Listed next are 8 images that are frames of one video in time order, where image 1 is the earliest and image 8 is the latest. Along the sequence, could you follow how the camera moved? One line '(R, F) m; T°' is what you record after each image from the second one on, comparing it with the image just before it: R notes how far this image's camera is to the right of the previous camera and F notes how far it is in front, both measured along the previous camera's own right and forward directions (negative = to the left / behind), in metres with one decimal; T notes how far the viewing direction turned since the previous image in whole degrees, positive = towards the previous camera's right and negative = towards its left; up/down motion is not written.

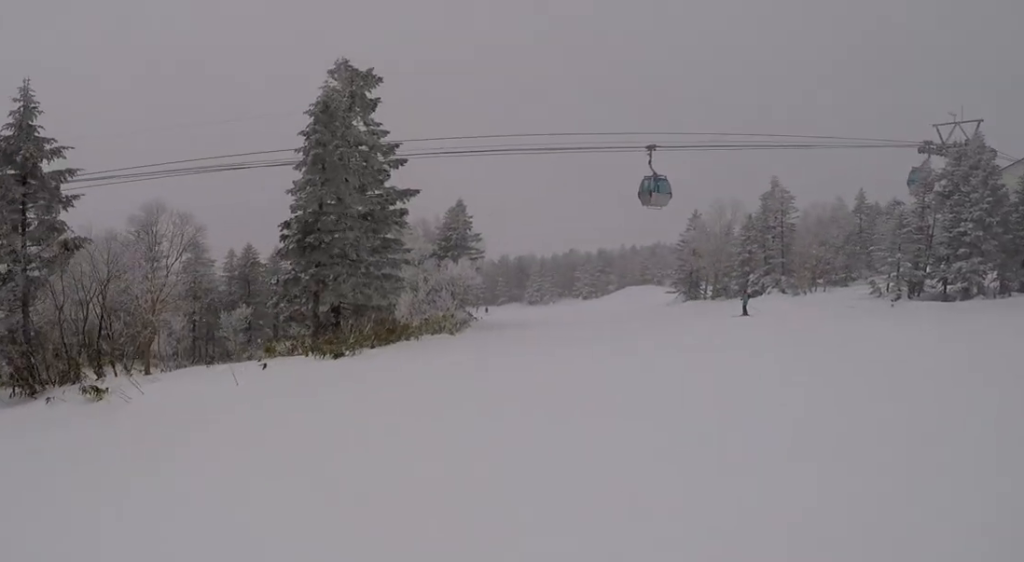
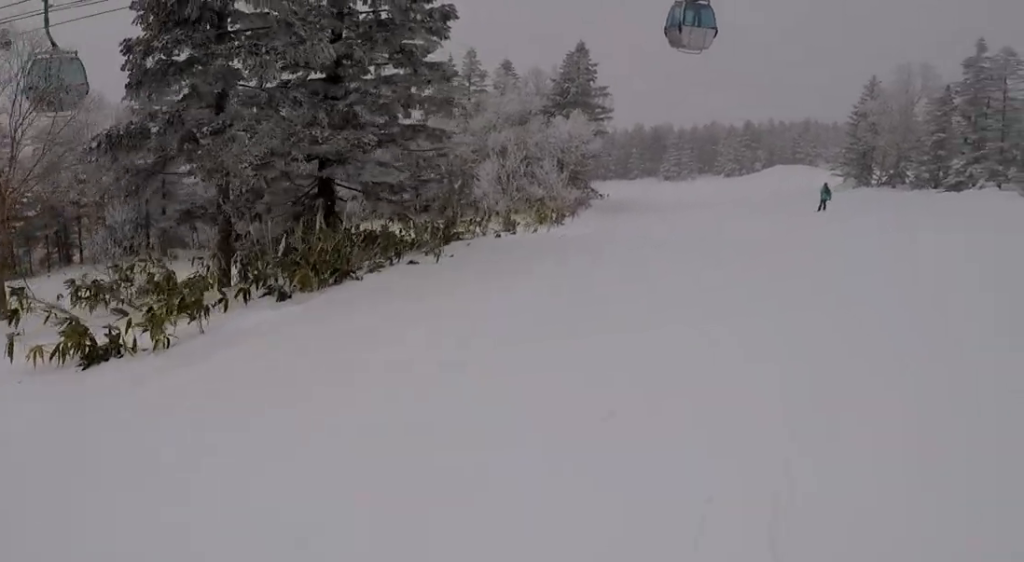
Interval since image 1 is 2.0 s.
(+0.5, +11.6) m; +4°
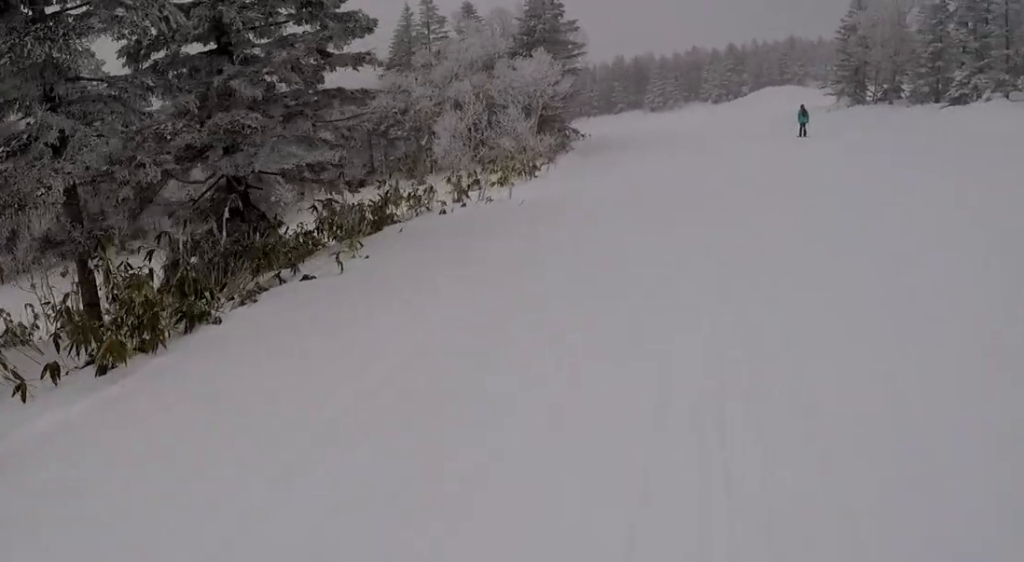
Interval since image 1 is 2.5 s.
(+0.4, +2.6) m; -3°
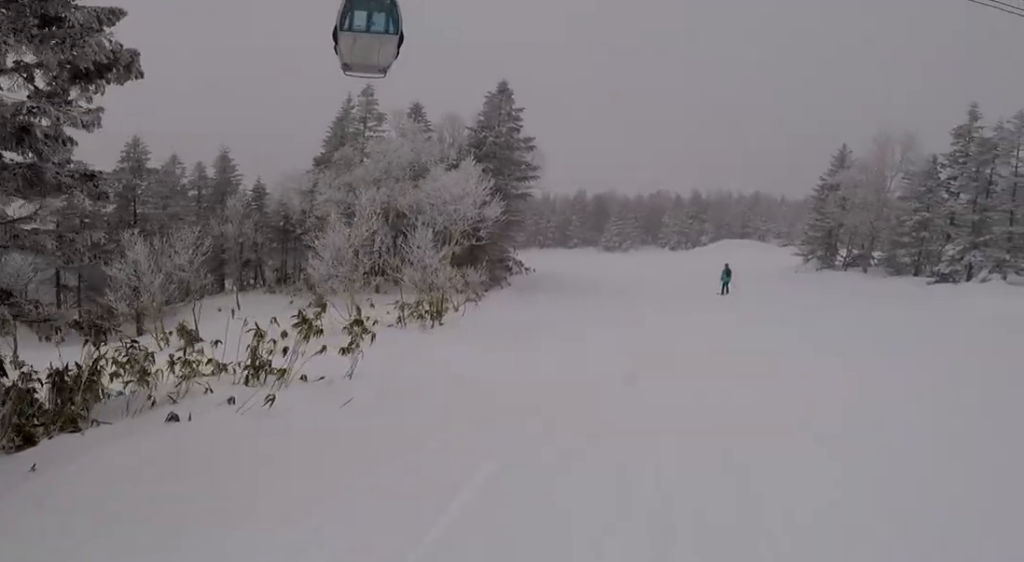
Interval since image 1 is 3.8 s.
(-0.8, +6.2) m; +2°
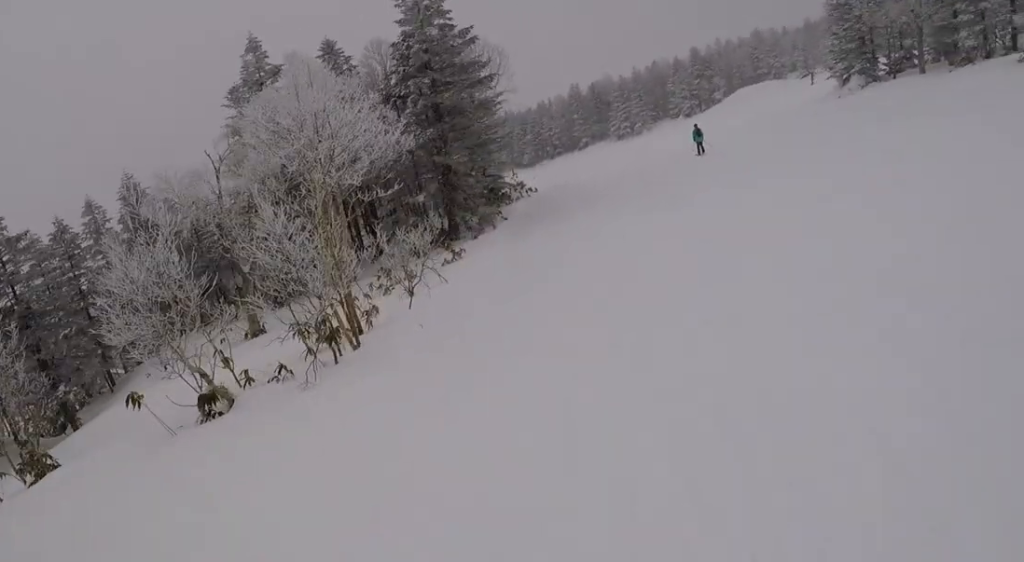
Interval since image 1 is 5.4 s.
(+0.1, +8.6) m; +6°
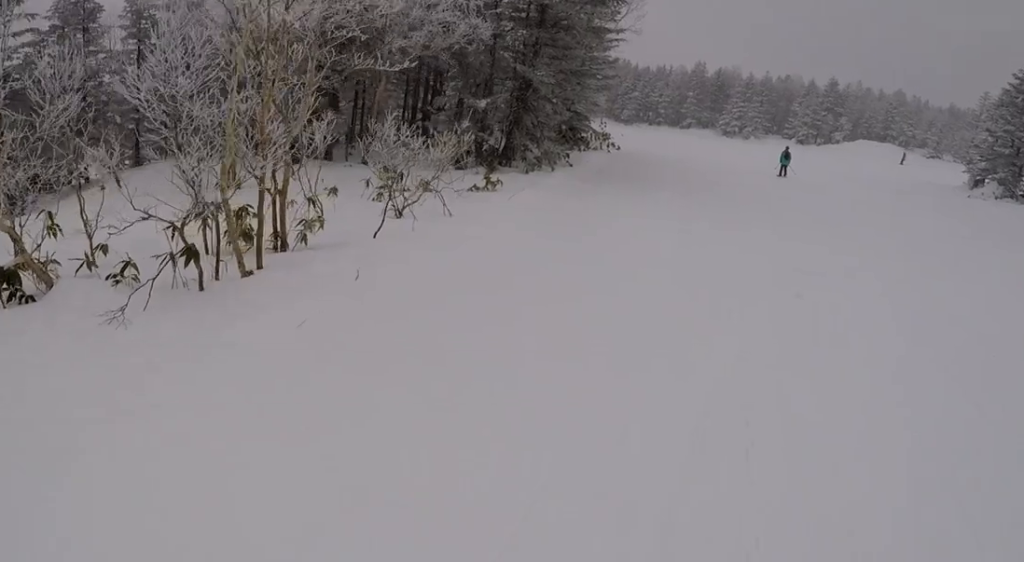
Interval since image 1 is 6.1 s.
(+0.9, +4.4) m; -1°
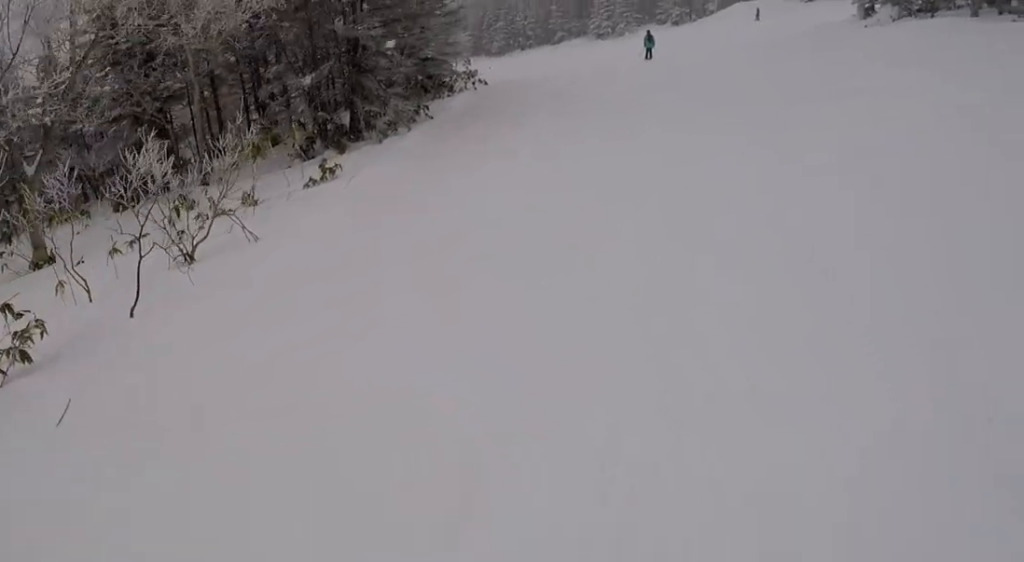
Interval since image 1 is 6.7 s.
(+0.2, +3.2) m; -4°
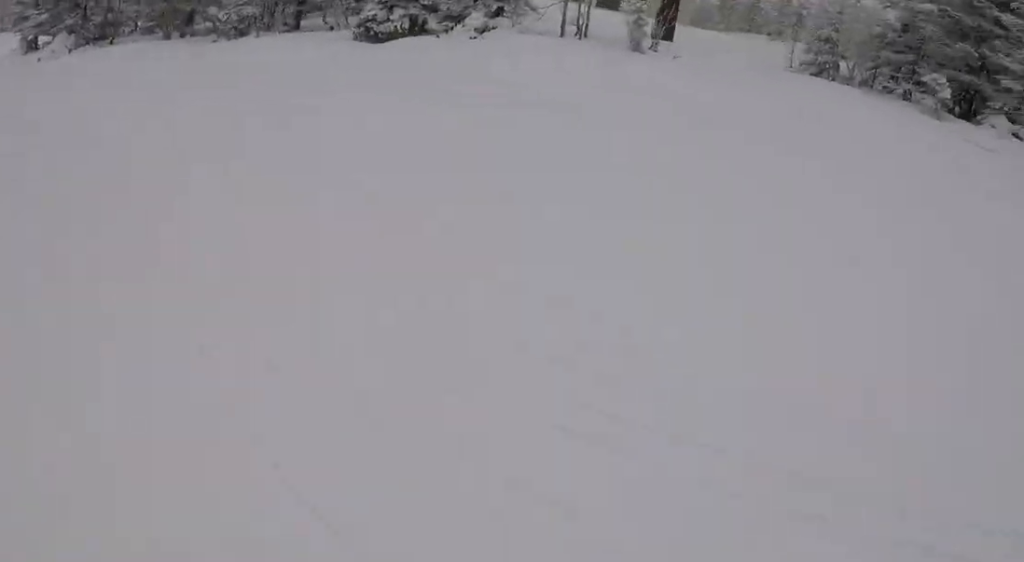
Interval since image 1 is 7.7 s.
(-1.4, +6.6) m; -11°
